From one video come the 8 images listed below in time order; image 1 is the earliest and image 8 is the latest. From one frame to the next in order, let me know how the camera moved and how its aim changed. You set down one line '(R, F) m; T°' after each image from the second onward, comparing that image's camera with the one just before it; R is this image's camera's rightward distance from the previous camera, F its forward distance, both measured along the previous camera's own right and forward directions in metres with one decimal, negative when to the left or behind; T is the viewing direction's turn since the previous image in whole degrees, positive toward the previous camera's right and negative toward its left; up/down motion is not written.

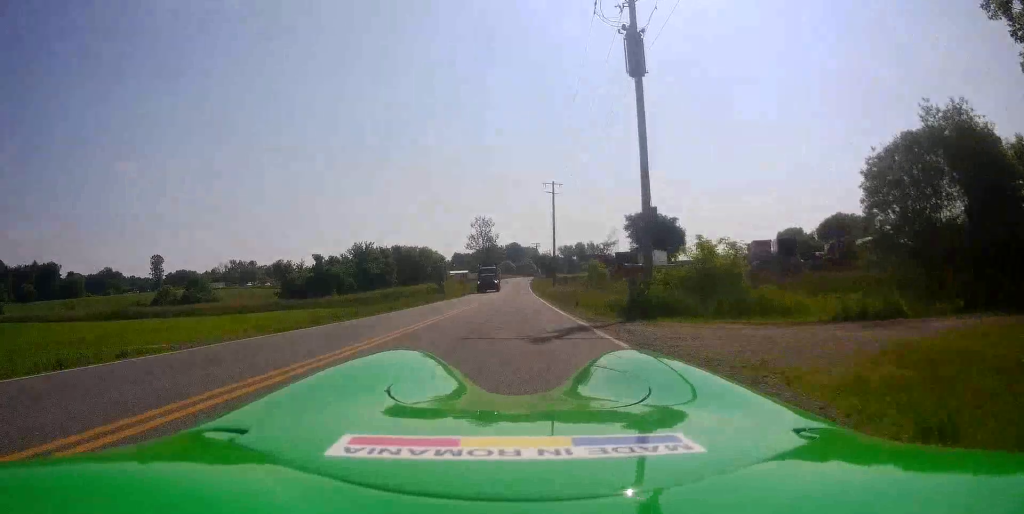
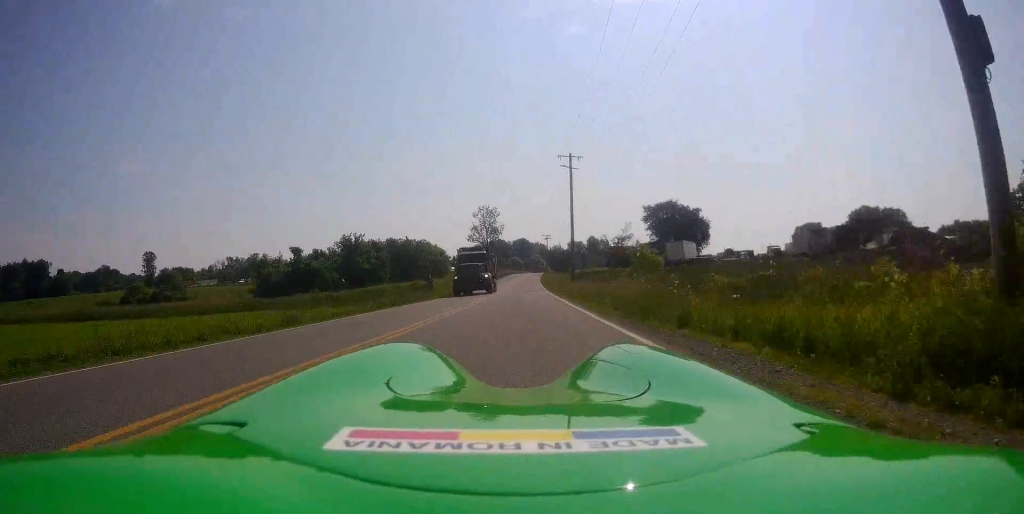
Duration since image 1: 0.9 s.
(0.0, +14.4) m; -2°
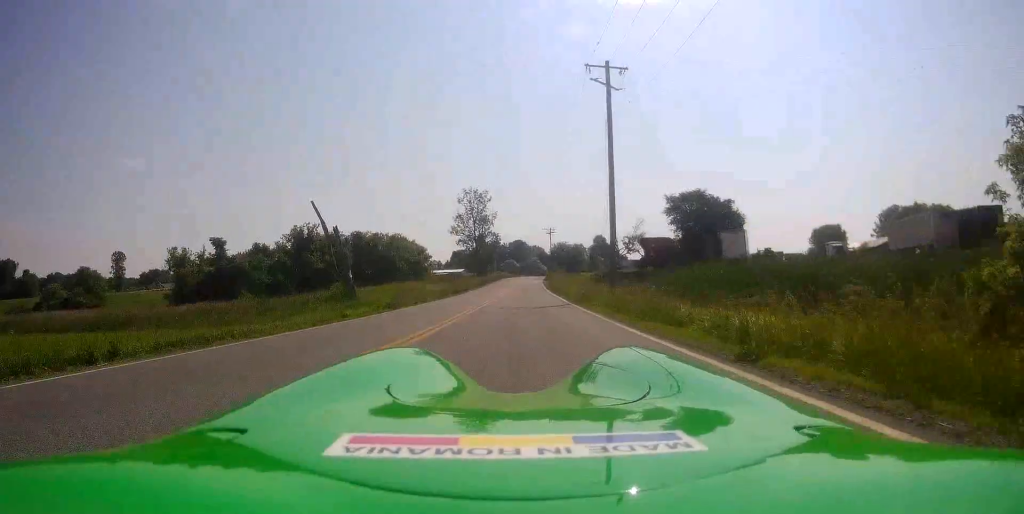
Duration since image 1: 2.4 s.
(-0.5, +24.8) m; +2°
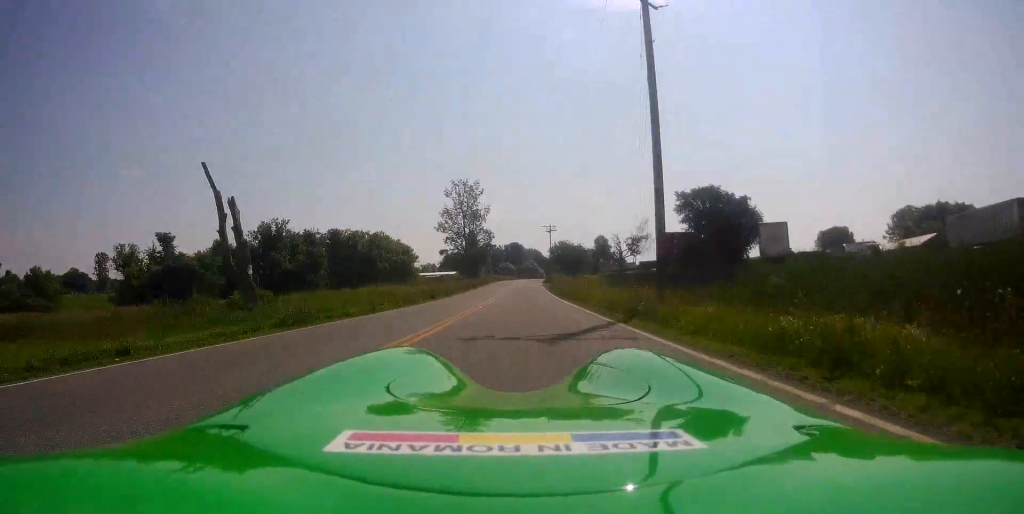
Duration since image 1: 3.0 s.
(+0.3, +11.0) m; 0°
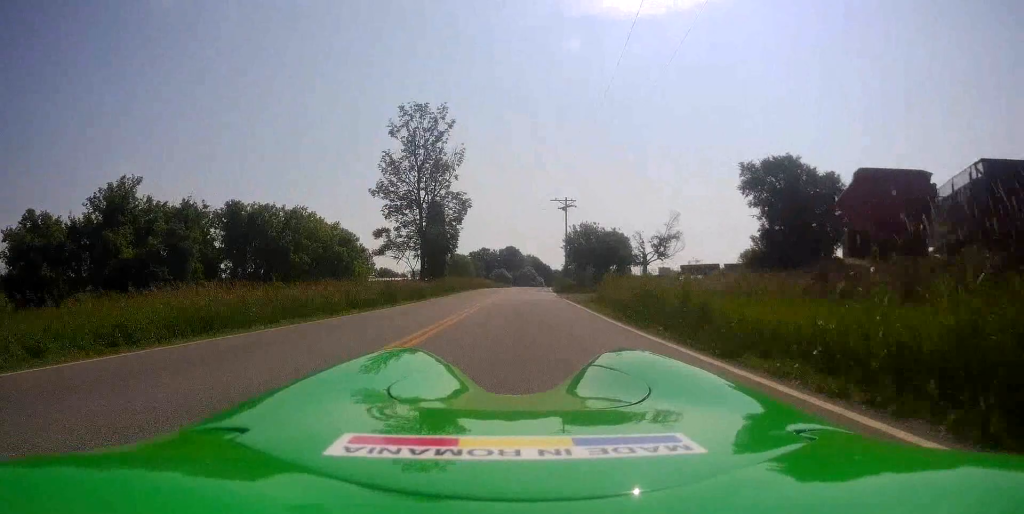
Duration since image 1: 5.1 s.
(-0.6, +33.7) m; 0°
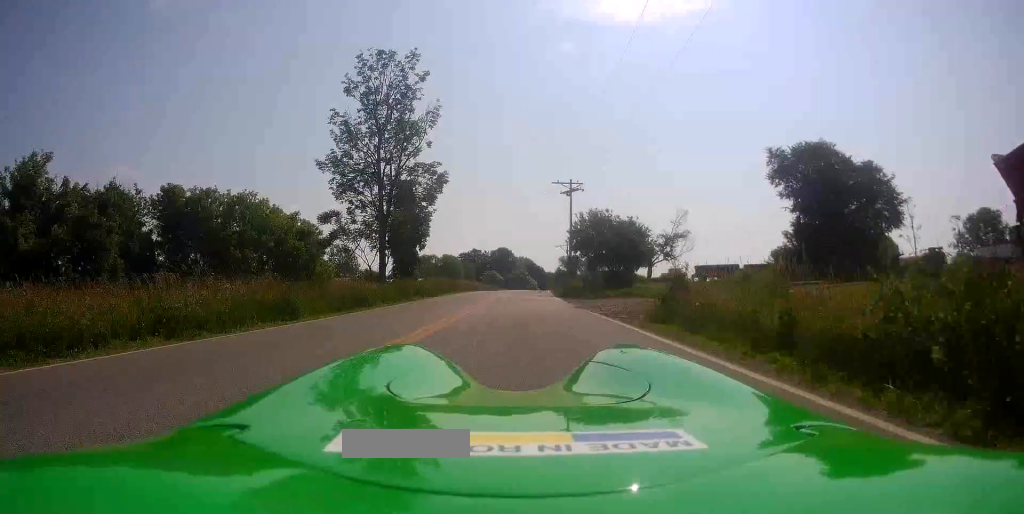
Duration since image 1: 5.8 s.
(+0.2, +11.2) m; +1°
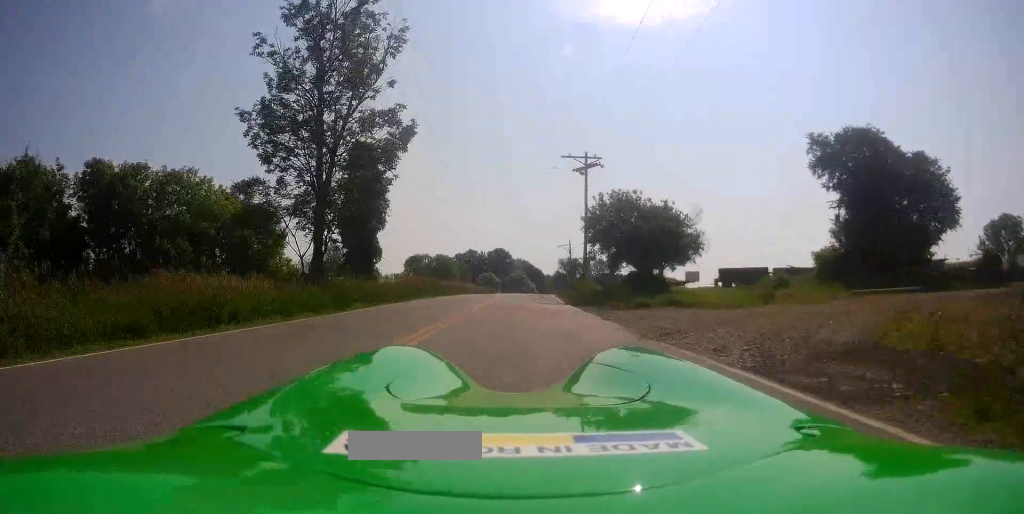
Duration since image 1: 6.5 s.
(-0.3, +10.4) m; 0°
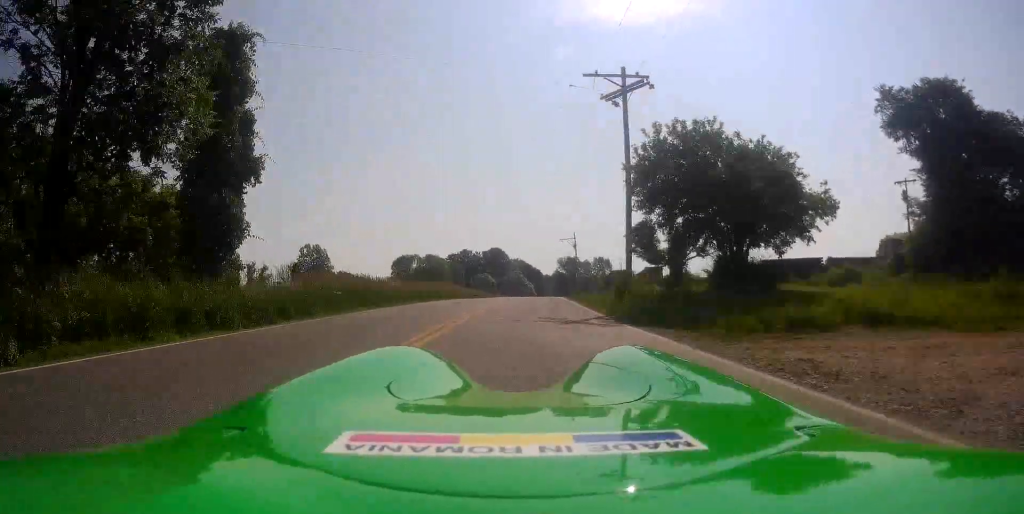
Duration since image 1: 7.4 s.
(+0.4, +13.9) m; +3°
